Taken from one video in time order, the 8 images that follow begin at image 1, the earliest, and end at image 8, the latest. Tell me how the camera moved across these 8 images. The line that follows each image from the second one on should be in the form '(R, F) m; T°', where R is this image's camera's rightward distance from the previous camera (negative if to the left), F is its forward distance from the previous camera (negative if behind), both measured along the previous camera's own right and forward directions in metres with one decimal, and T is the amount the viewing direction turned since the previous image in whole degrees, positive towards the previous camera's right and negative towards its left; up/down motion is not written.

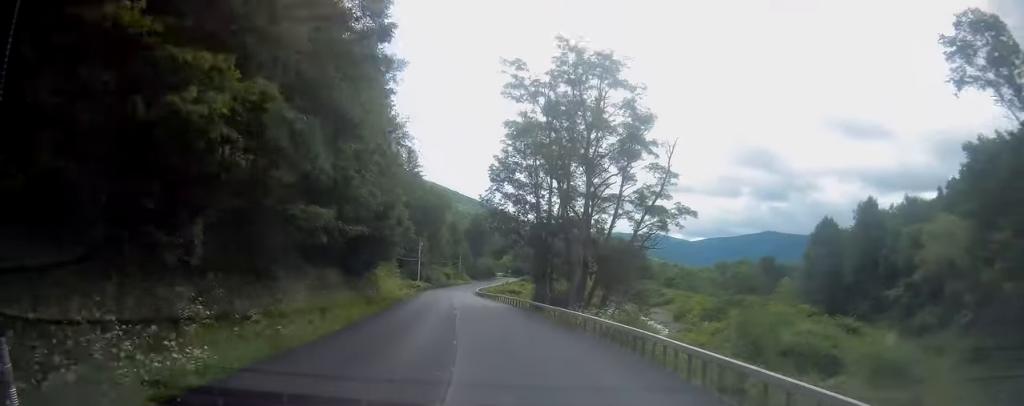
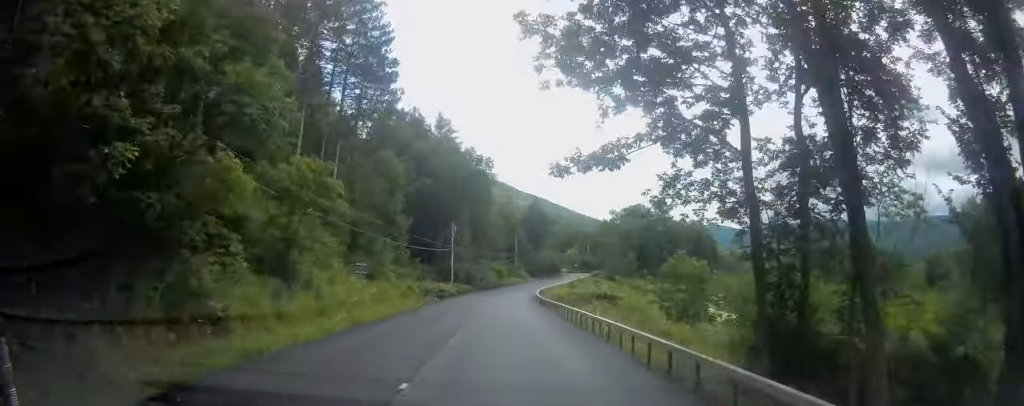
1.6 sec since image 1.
(-1.1, +37.3) m; -4°
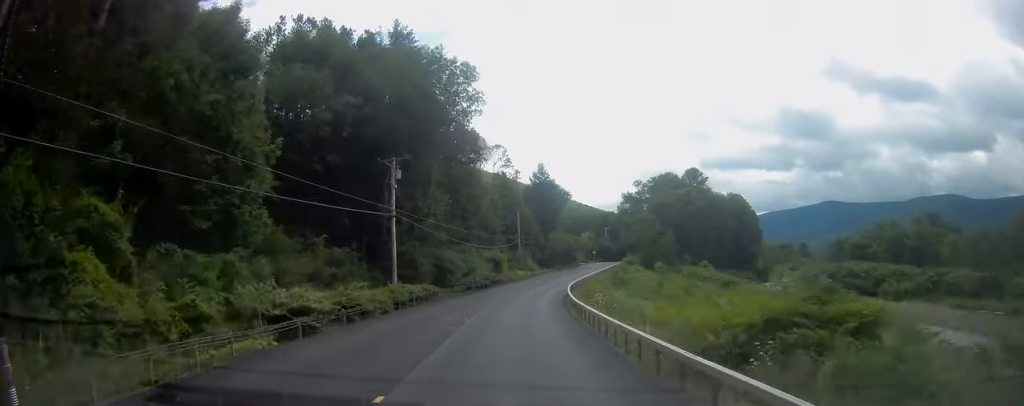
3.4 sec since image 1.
(-0.8, +42.1) m; 0°
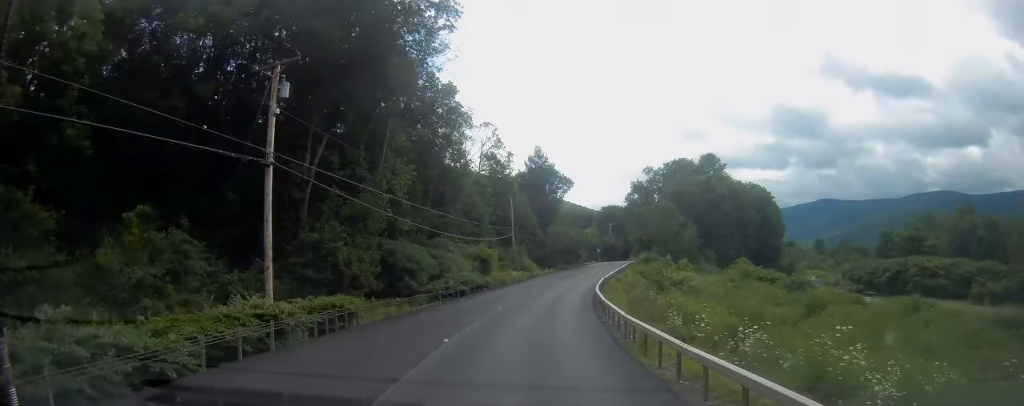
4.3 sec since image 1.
(+0.2, +21.3) m; +2°
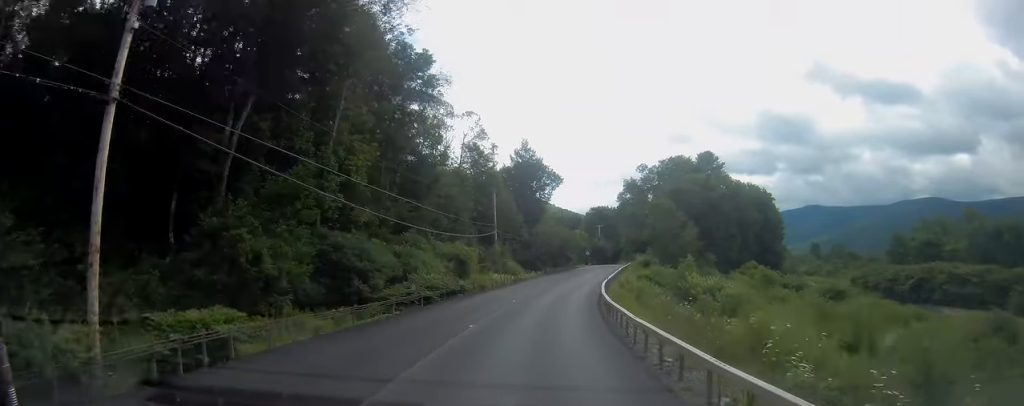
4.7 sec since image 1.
(+0.1, +9.5) m; +1°
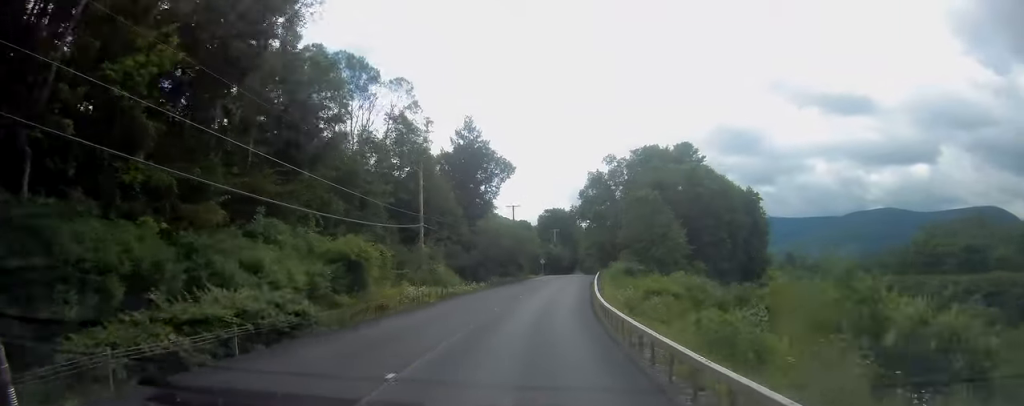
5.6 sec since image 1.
(+0.6, +22.2) m; +4°
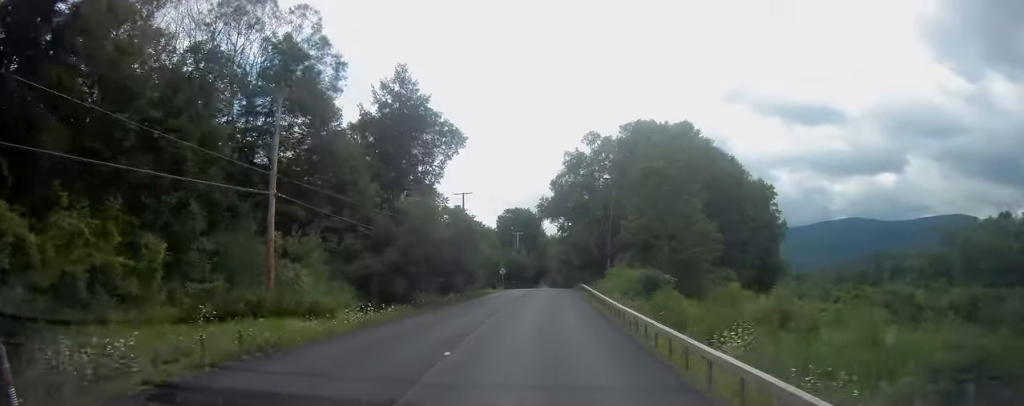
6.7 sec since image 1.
(+1.4, +26.2) m; +5°
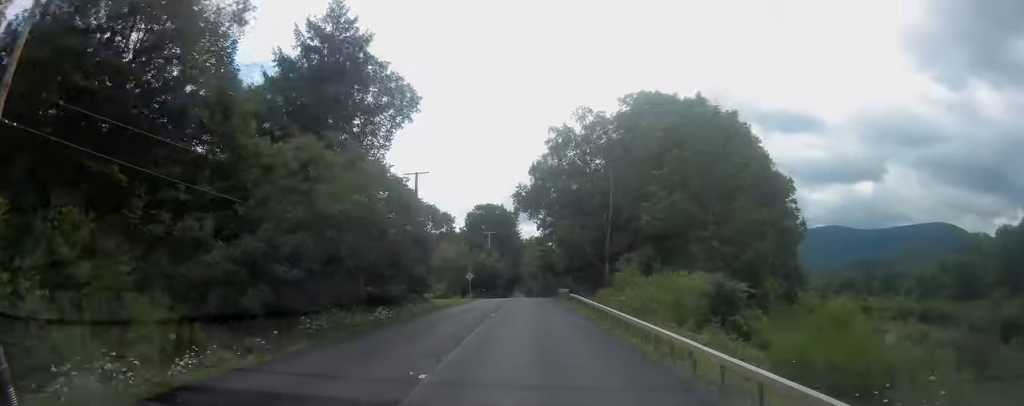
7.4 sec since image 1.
(+0.4, +16.8) m; +3°
